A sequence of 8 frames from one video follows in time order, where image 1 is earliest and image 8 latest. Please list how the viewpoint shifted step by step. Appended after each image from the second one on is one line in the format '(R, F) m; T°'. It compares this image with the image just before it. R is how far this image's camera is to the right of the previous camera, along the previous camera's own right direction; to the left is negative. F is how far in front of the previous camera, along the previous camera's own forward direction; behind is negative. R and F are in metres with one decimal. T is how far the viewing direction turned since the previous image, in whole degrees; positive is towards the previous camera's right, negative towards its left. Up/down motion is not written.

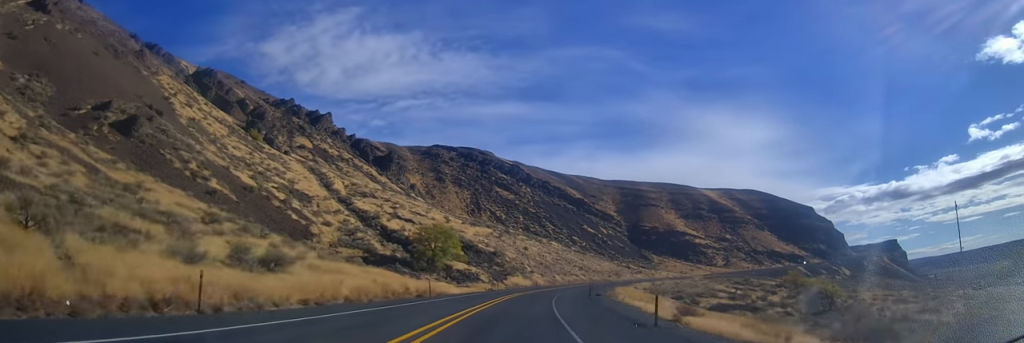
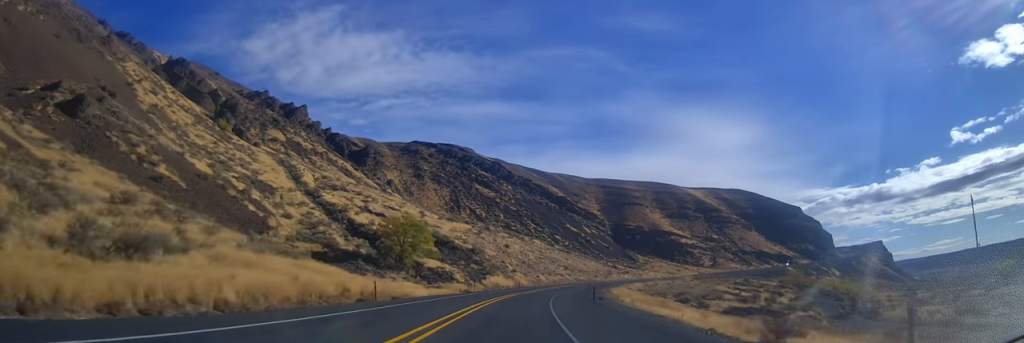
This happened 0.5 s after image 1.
(+0.5, +13.5) m; +2°
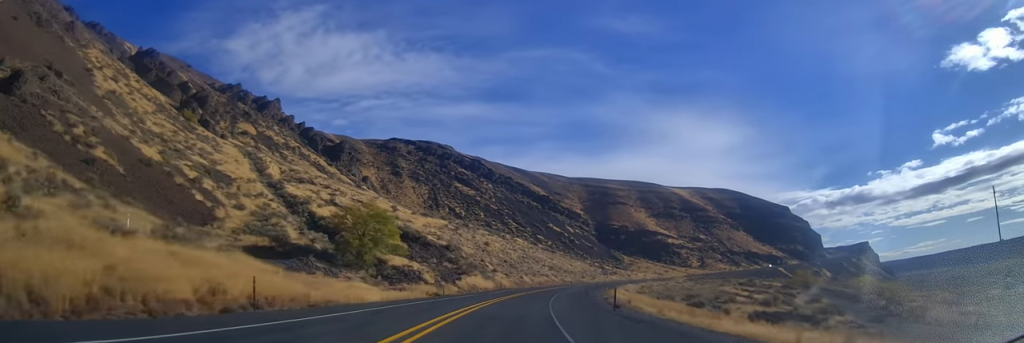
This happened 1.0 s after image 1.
(+0.1, +14.4) m; +2°
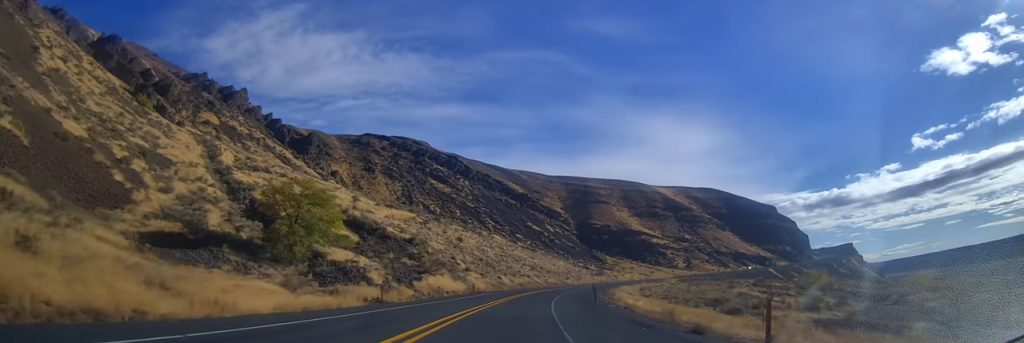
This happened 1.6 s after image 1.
(+0.6, +18.2) m; +3°
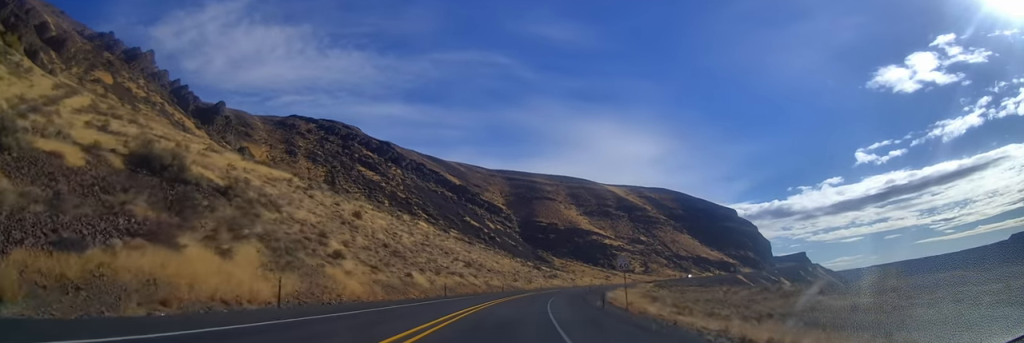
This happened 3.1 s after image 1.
(+2.4, +44.3) m; +6°
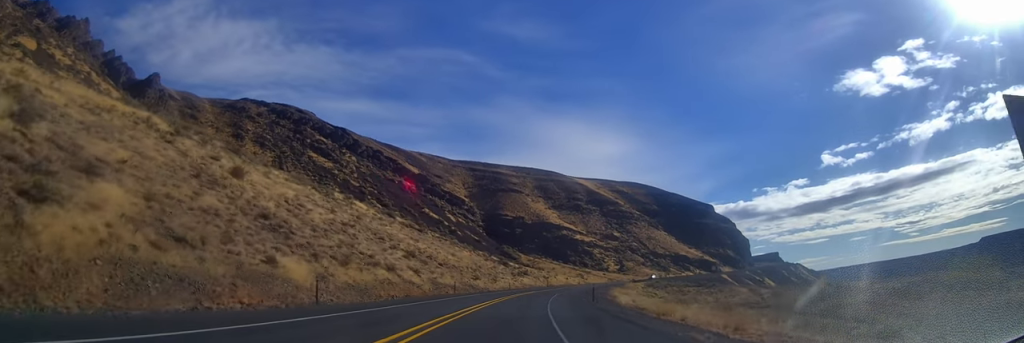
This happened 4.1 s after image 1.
(+0.7, +29.4) m; +4°
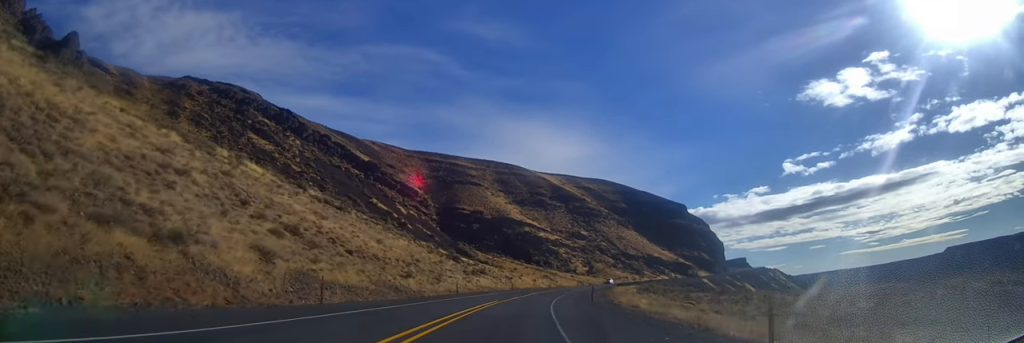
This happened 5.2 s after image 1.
(+1.4, +32.9) m; +5°
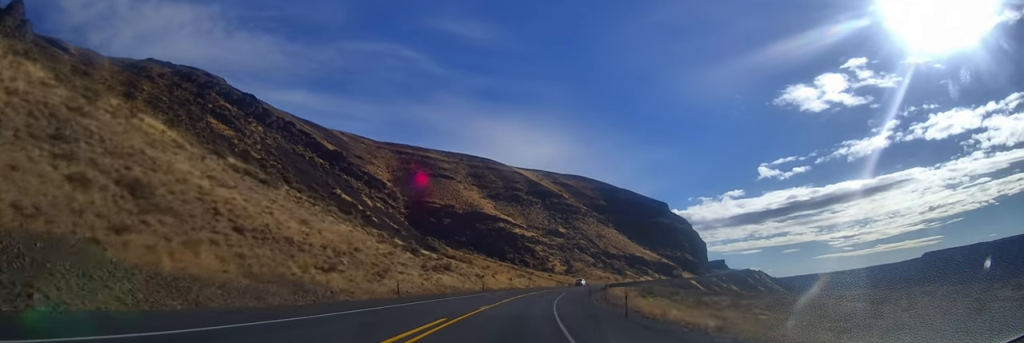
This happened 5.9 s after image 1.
(+0.5, +20.1) m; +2°
